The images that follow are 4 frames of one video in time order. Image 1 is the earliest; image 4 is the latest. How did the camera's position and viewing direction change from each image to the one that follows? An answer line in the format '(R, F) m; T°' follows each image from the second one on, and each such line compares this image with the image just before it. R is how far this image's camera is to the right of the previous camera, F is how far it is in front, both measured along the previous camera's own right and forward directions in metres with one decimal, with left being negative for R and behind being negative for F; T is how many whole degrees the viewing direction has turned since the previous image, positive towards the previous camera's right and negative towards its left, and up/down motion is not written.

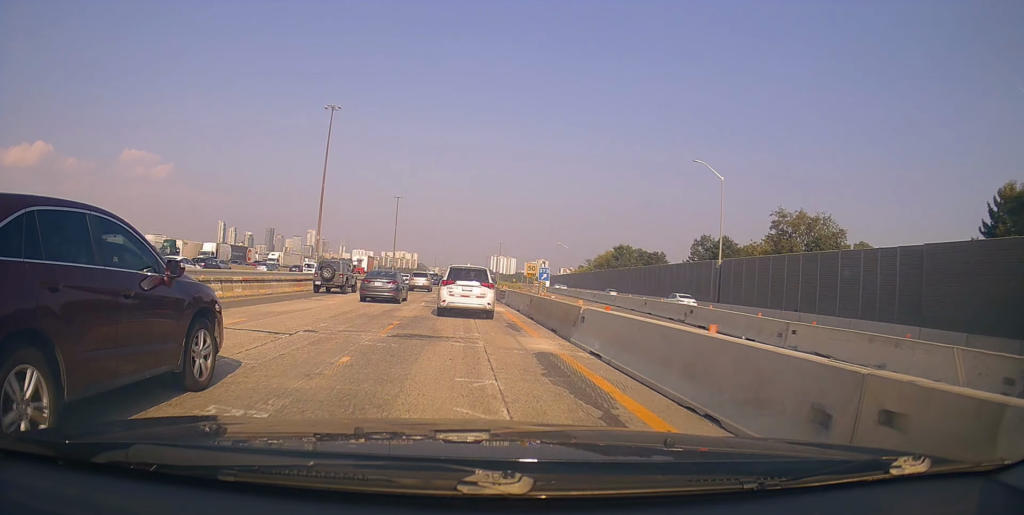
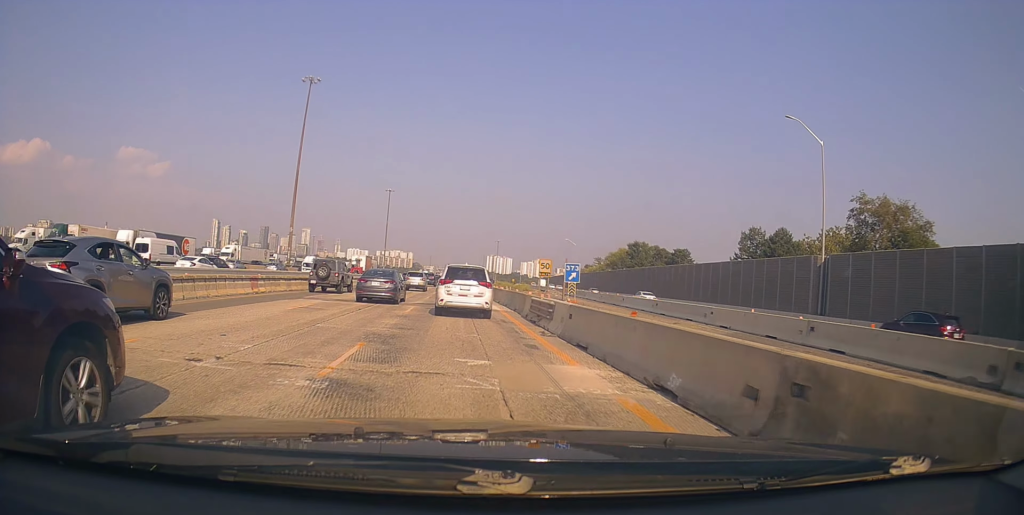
(+0.5, +16.9) m; +1°
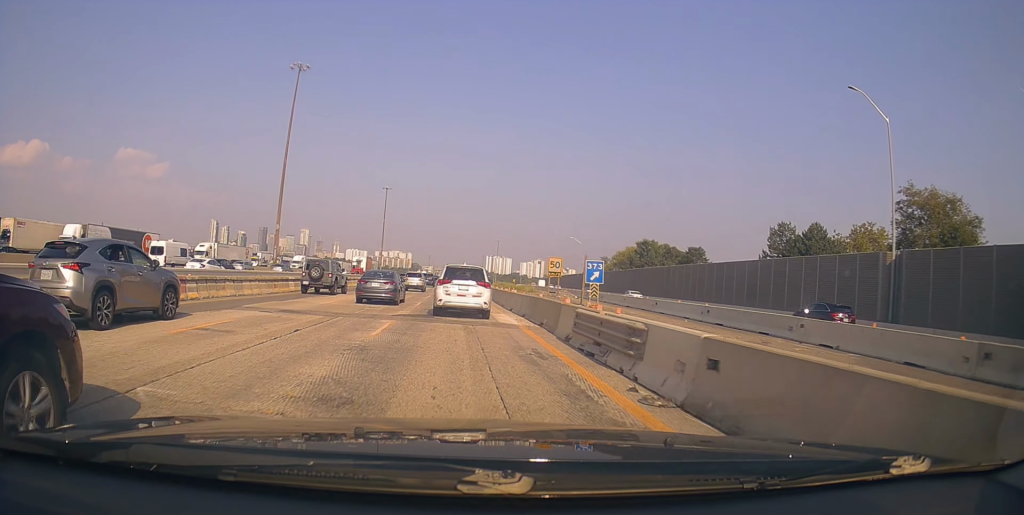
(-0.3, +7.6) m; 0°
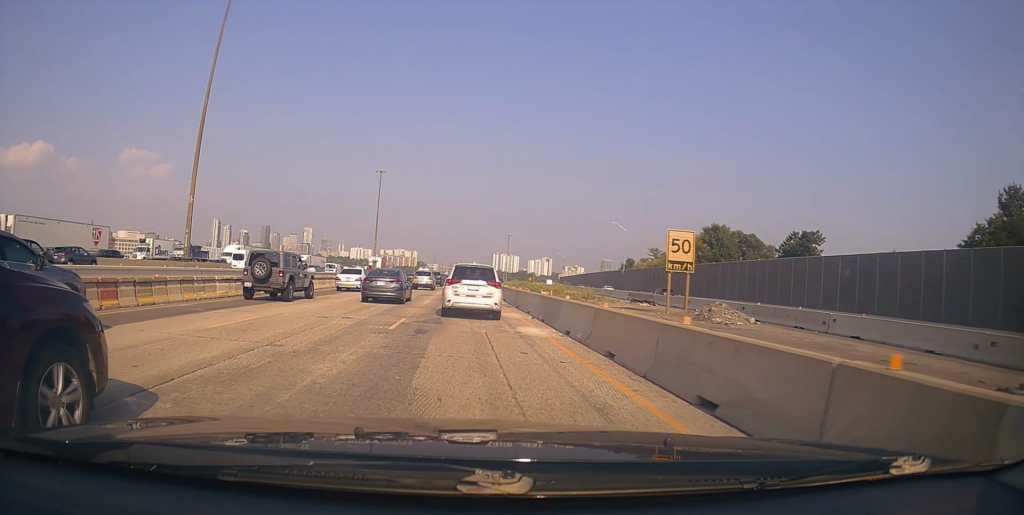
(+0.6, +35.2) m; 0°
